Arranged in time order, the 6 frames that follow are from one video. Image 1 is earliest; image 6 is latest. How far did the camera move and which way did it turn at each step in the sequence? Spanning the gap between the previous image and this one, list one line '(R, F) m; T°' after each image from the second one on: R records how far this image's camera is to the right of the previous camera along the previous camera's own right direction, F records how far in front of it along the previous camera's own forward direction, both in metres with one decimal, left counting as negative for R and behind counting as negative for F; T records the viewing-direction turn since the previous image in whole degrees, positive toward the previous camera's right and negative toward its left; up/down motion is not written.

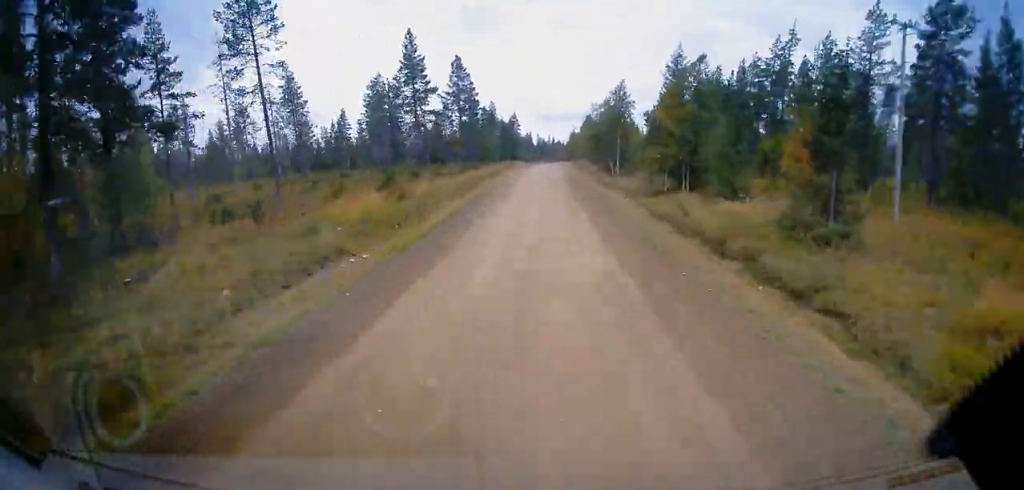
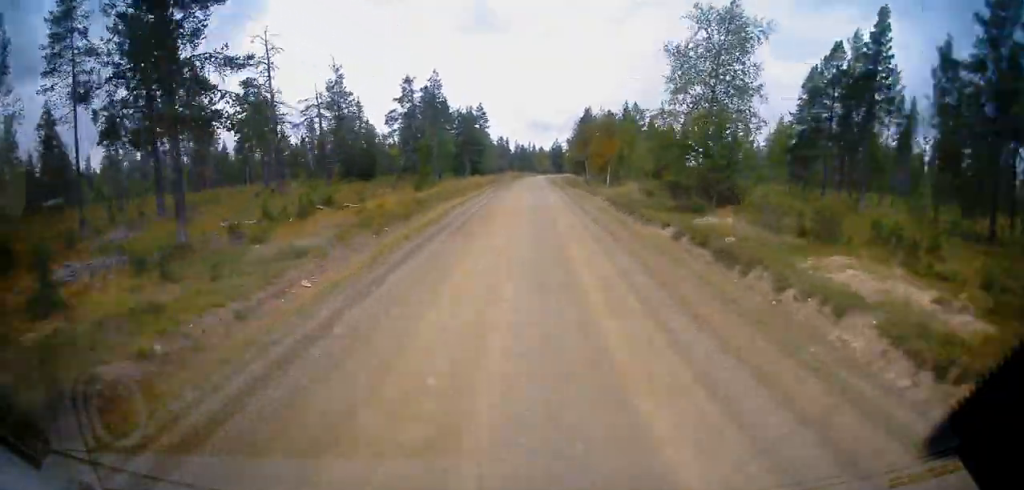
(-5.7, +65.2) m; -5°
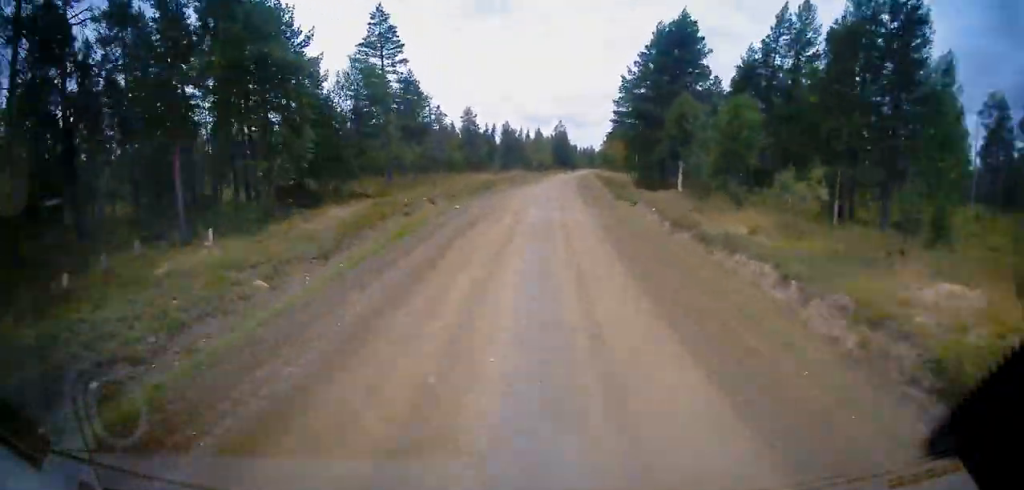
(+1.3, +88.6) m; +3°
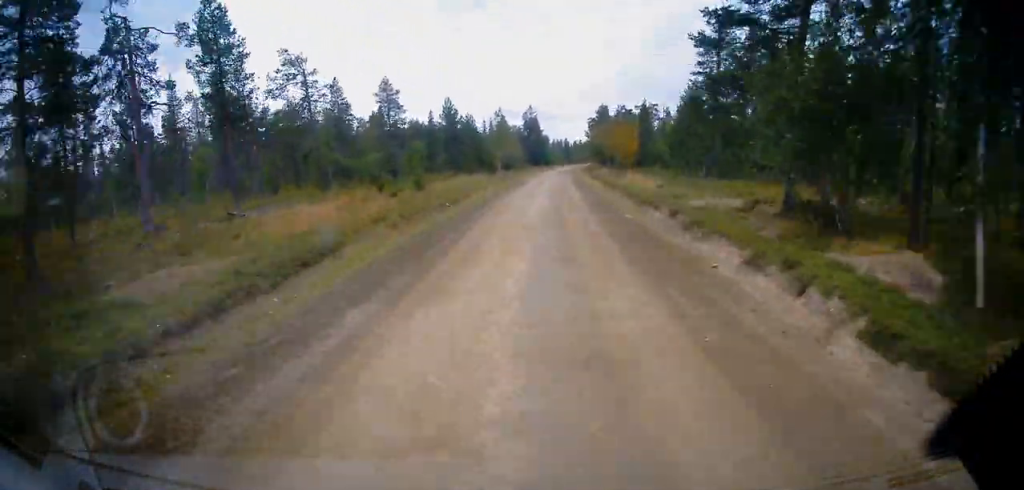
(+0.9, +41.5) m; +1°
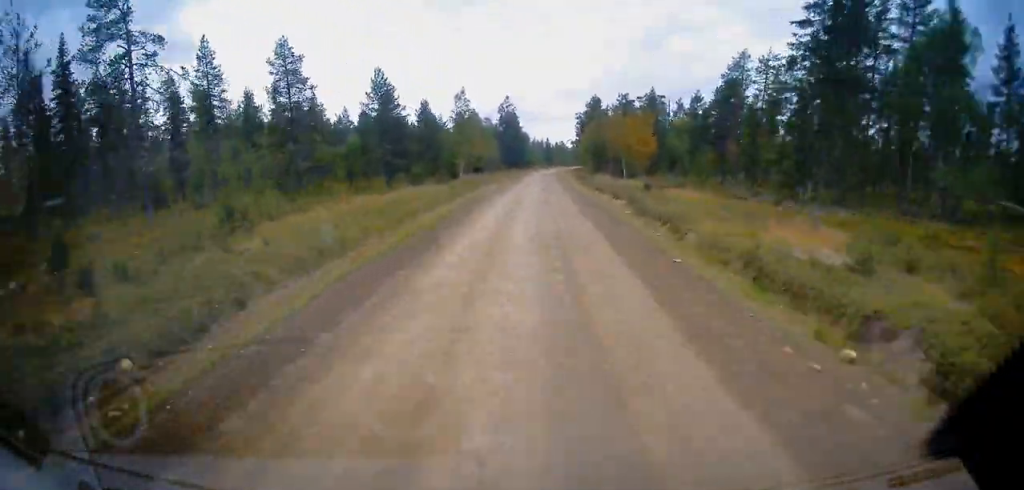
(-0.6, +25.1) m; +1°
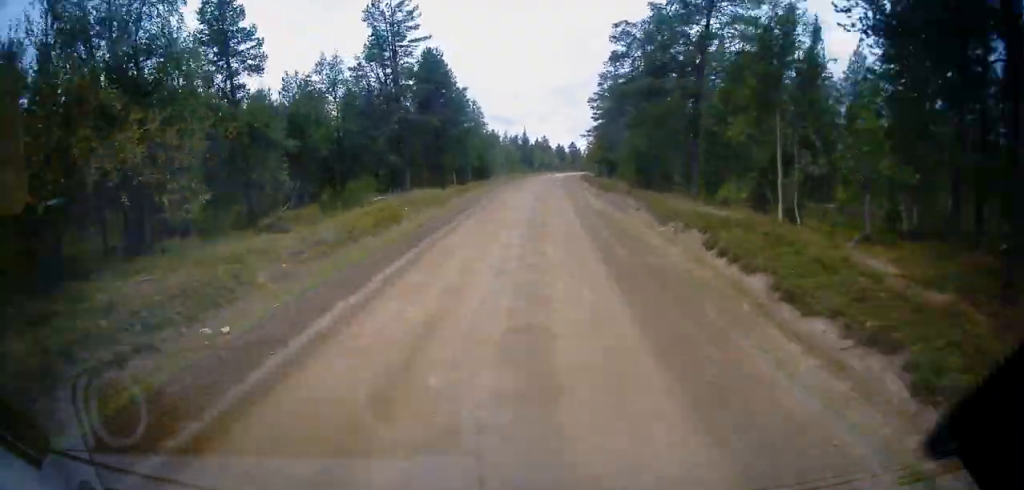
(+1.0, +86.9) m; +4°
